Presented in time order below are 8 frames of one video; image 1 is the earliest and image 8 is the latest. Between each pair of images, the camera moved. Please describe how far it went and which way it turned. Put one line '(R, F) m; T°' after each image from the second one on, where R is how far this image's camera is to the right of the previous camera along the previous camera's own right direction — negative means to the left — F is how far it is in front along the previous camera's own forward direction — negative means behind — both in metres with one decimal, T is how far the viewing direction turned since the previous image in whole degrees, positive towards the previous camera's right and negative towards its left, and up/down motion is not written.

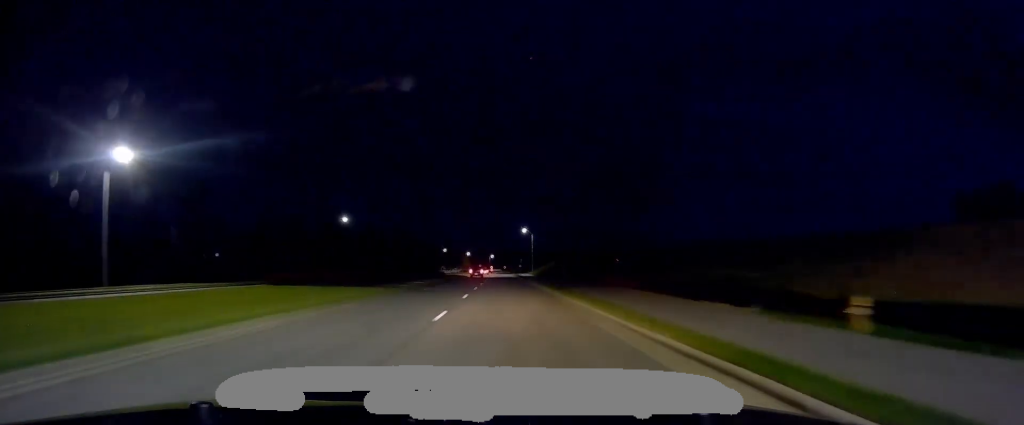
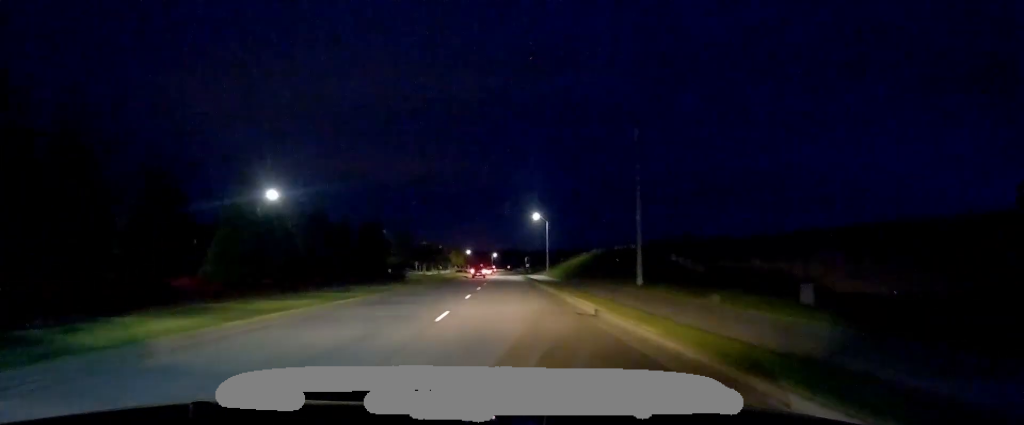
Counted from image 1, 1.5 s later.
(-0.2, +36.7) m; 0°
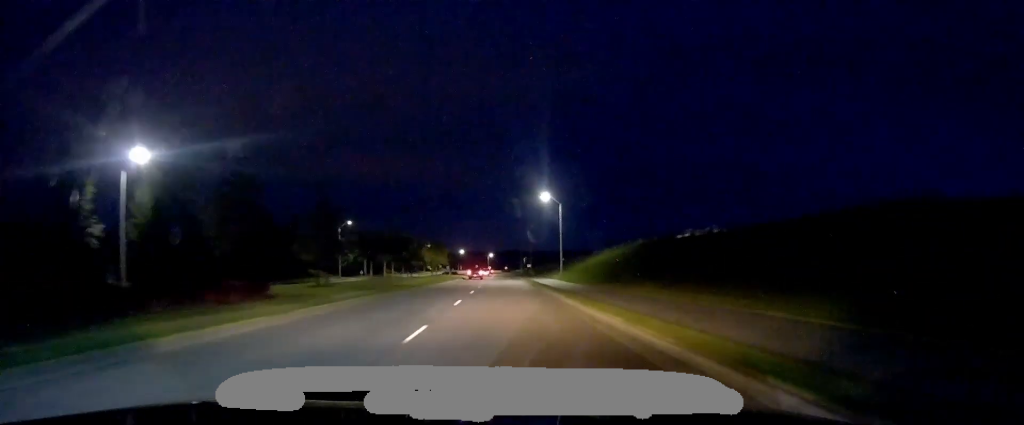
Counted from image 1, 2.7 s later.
(0.0, +28.8) m; -1°
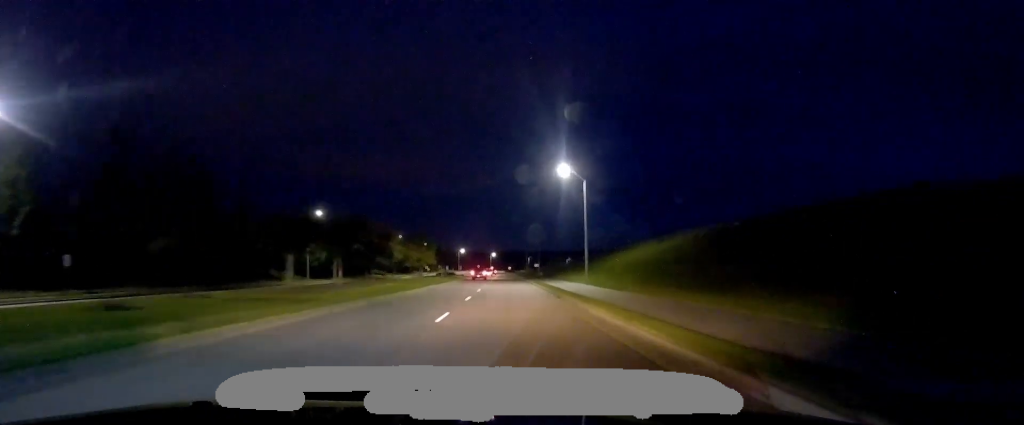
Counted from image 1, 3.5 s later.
(-0.3, +19.5) m; -1°
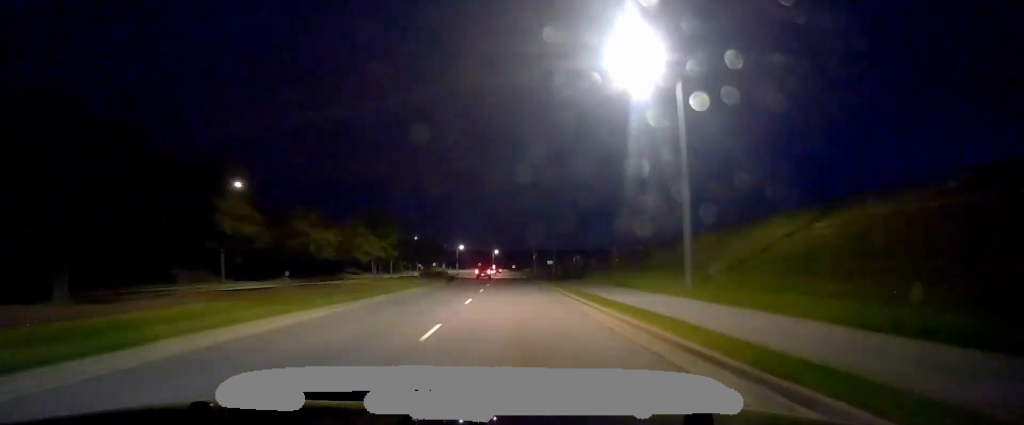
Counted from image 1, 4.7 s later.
(+0.3, +29.0) m; +2°
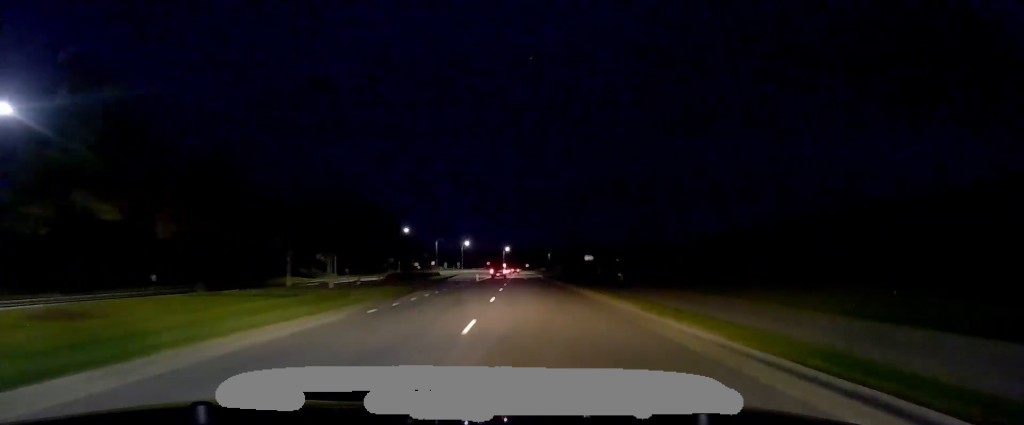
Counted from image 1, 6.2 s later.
(+0.1, +36.6) m; -2°
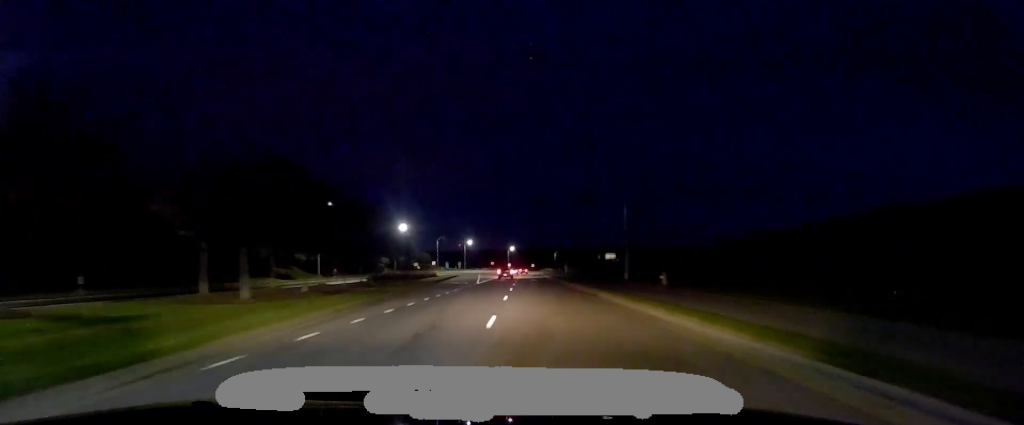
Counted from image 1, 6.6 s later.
(0.0, +10.7) m; -1°
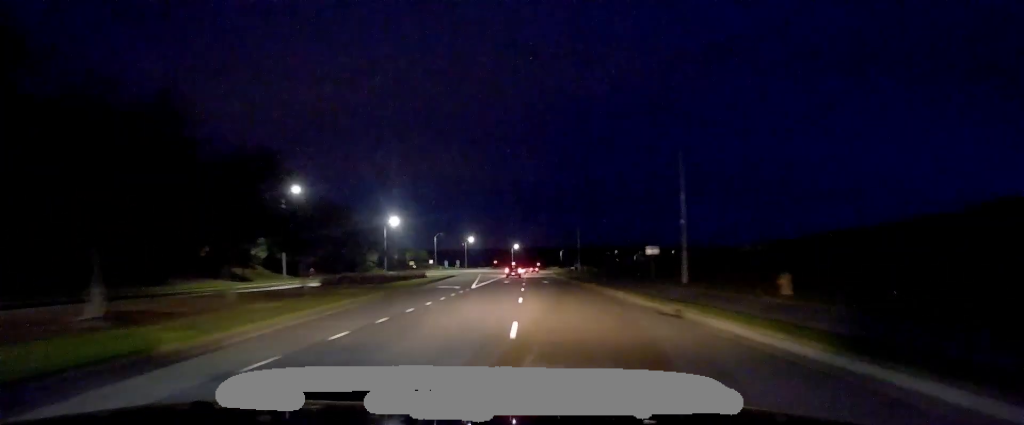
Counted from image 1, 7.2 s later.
(-0.5, +14.7) m; 0°
